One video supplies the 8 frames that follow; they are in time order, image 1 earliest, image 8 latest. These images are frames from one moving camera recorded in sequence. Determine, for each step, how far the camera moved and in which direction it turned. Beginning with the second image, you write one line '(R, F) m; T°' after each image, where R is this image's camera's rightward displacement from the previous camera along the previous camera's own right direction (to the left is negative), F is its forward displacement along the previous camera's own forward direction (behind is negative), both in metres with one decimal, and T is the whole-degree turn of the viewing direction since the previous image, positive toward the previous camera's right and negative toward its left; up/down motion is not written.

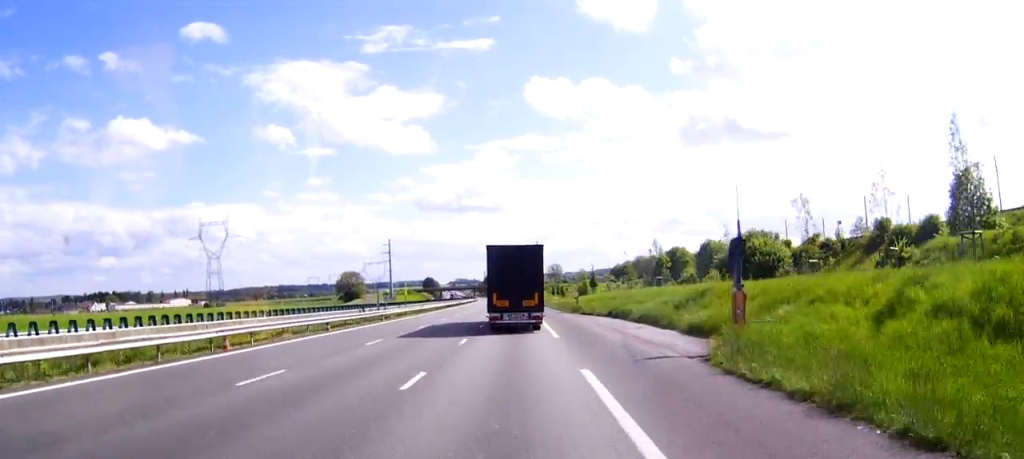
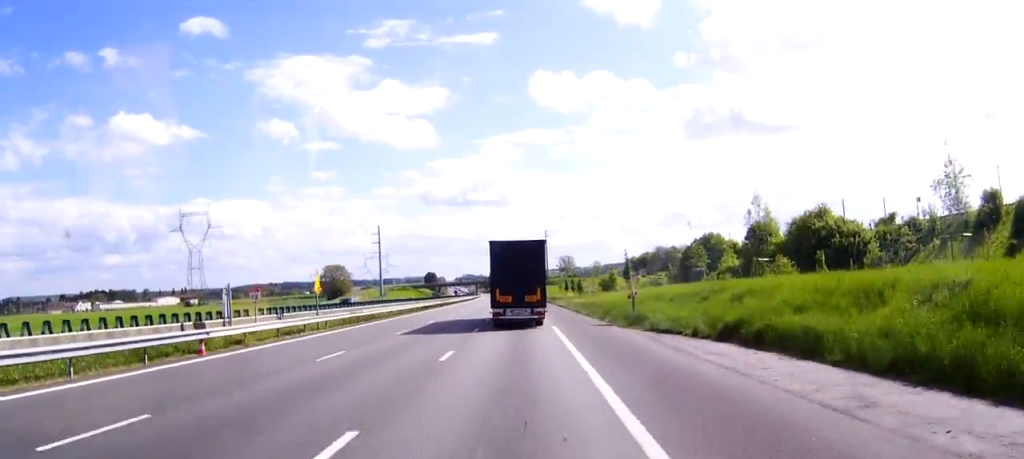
(-0.1, +33.6) m; 0°
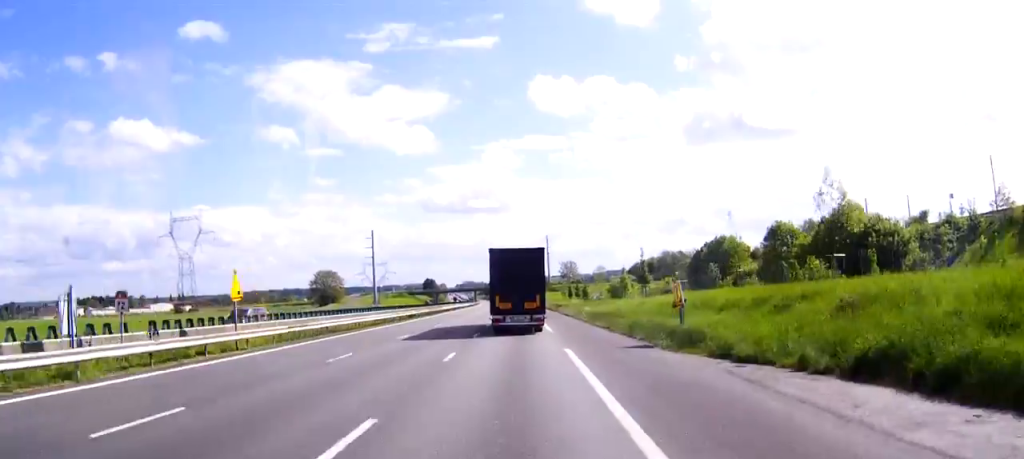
(-0.1, +12.0) m; 0°
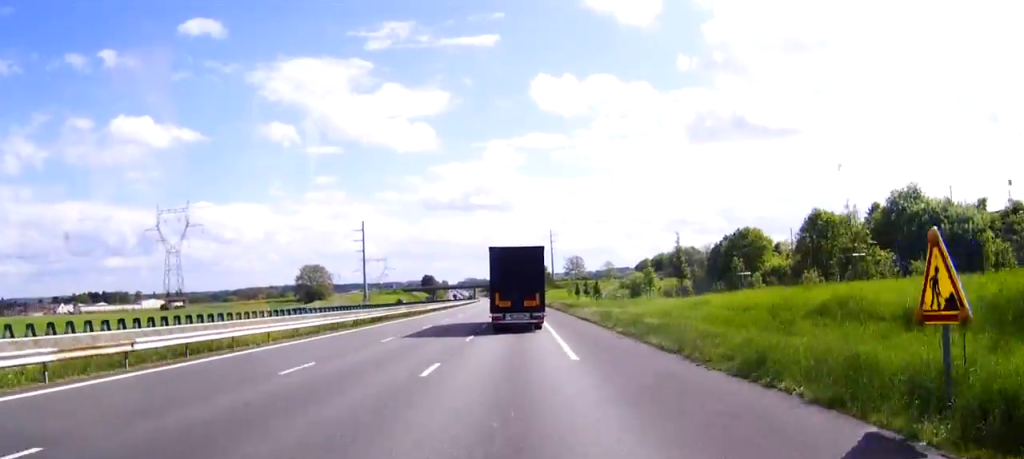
(0.0, +18.1) m; 0°
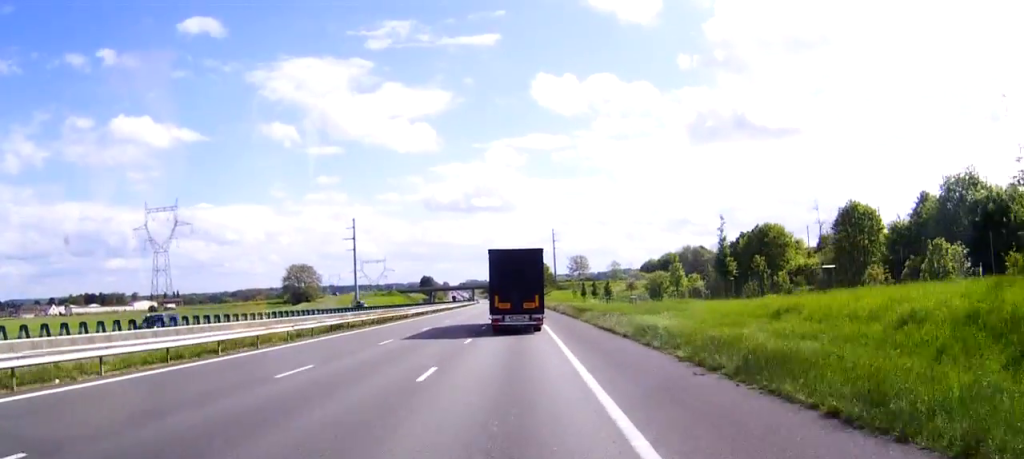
(0.0, +13.9) m; 0°
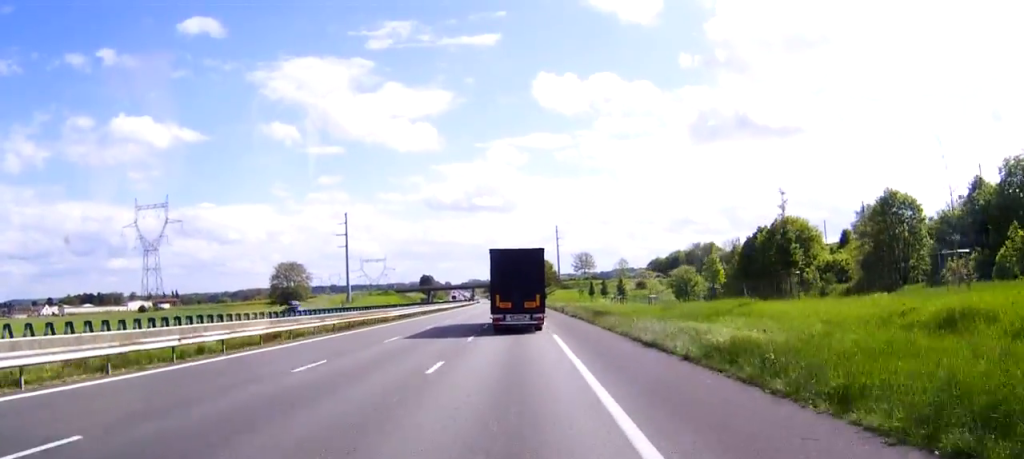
(0.0, +11.0) m; 0°
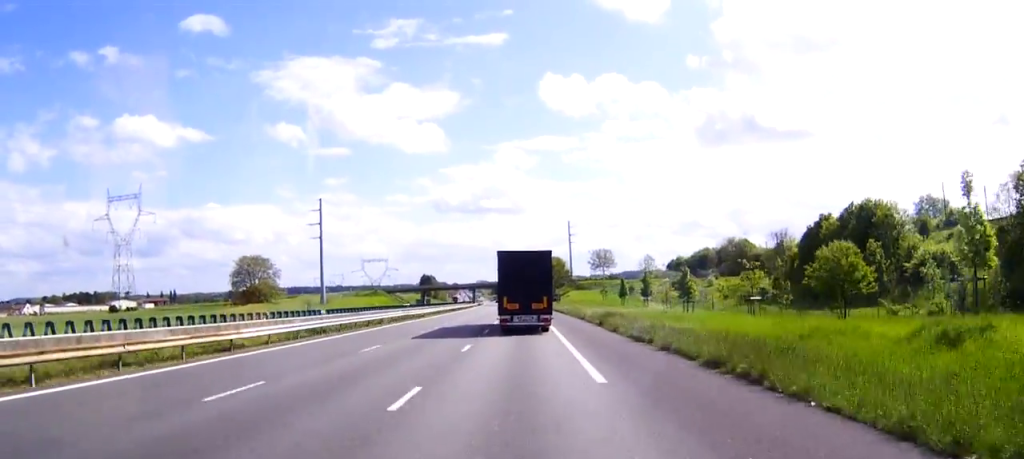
(-0.1, +28.4) m; 0°
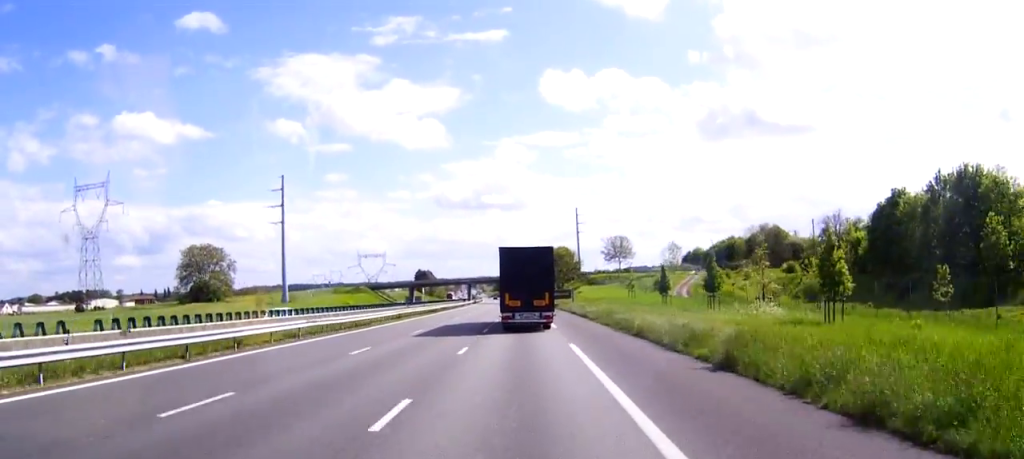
(0.0, +27.3) m; 0°
